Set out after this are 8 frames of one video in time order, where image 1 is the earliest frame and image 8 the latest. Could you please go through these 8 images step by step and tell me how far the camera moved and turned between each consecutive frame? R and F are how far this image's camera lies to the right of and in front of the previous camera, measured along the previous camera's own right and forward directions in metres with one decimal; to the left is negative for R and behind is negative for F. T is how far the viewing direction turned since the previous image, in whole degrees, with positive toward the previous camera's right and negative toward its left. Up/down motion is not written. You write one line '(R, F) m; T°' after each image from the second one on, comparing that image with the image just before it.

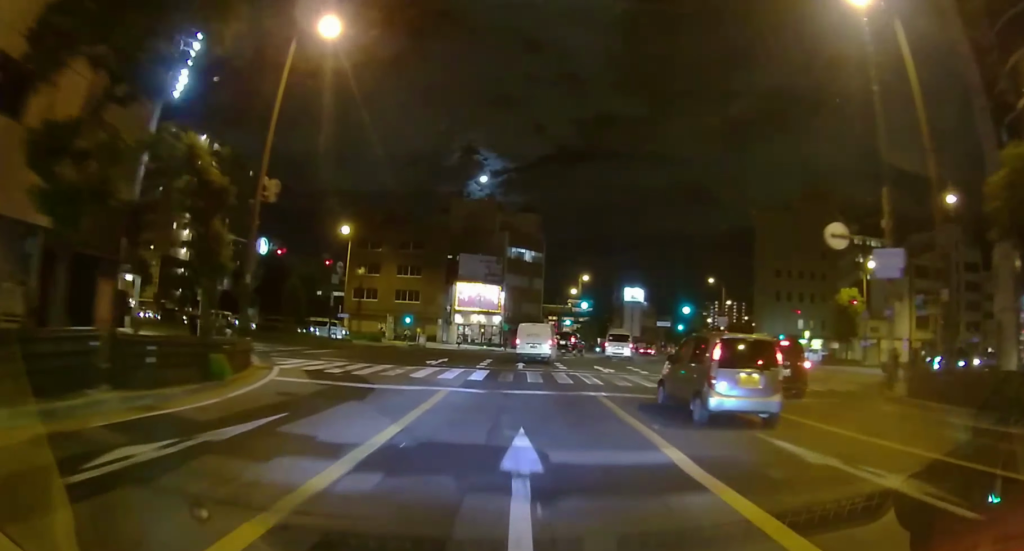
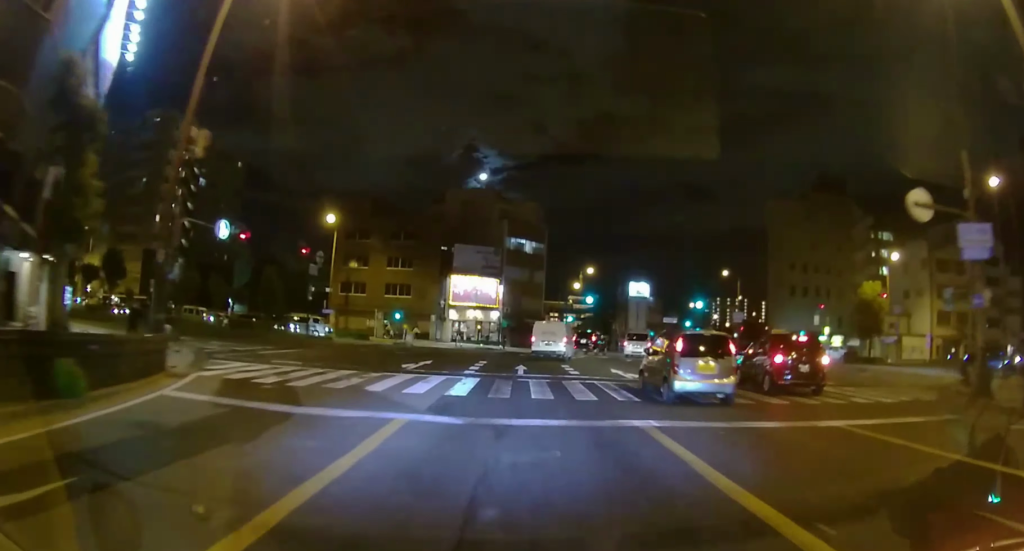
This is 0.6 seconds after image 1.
(0.0, +4.9) m; +1°
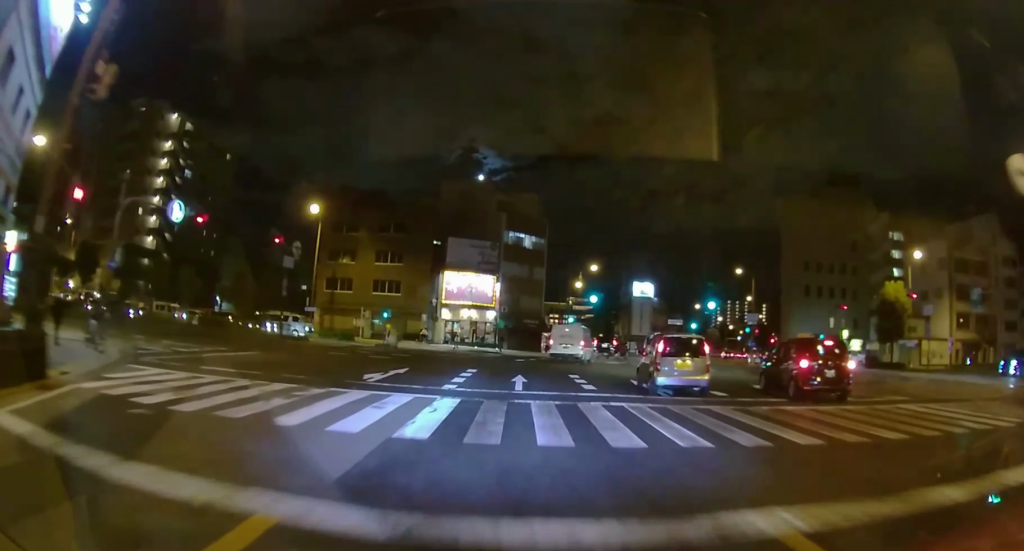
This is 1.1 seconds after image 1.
(-0.2, +4.8) m; +2°
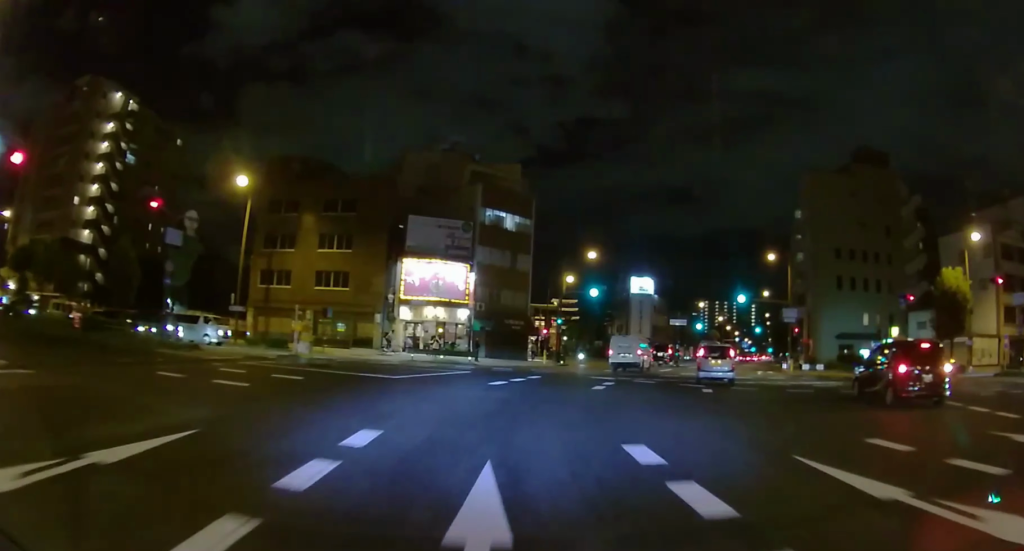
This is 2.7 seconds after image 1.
(+1.1, +12.4) m; +6°
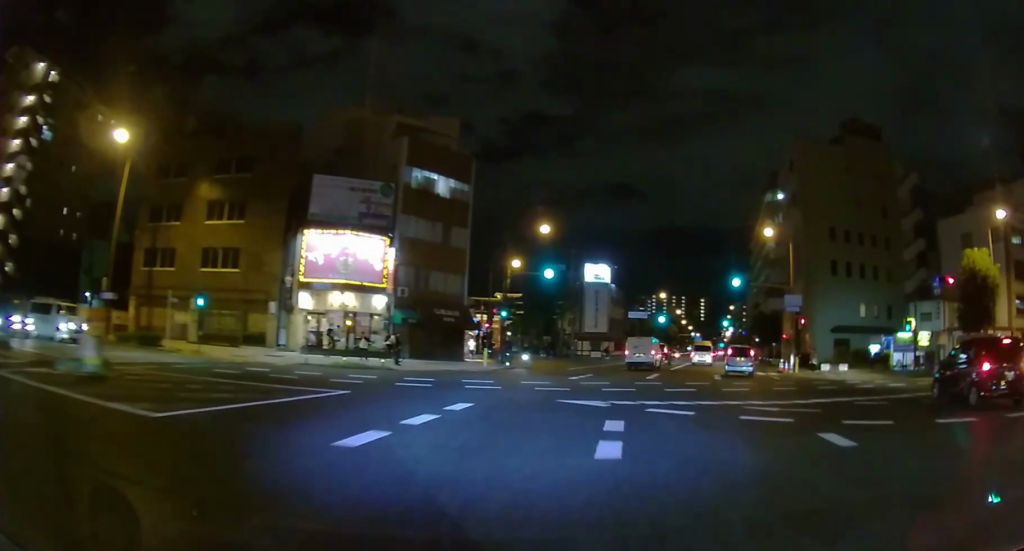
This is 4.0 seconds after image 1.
(0.0, +9.9) m; 0°
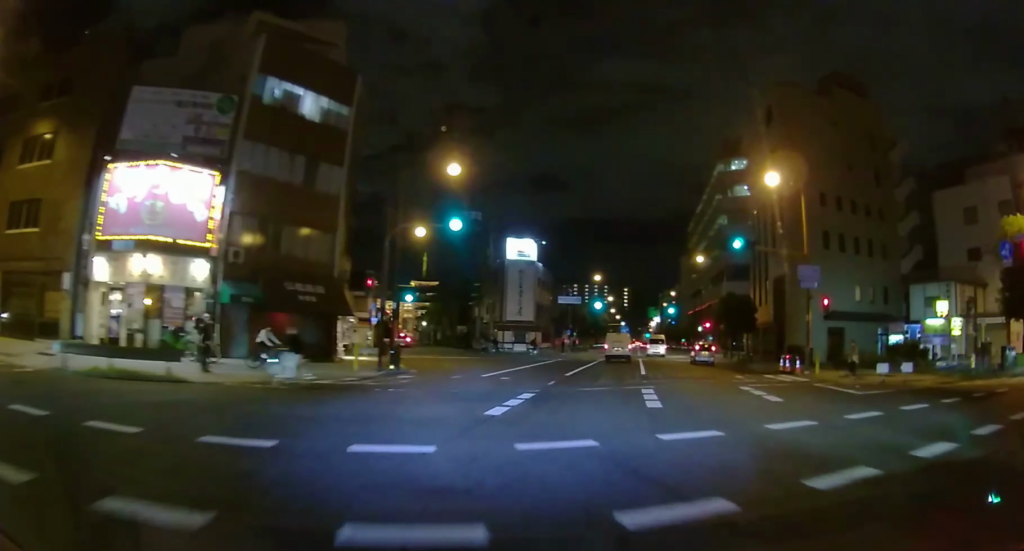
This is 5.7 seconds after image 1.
(+0.1, +12.5) m; +4°
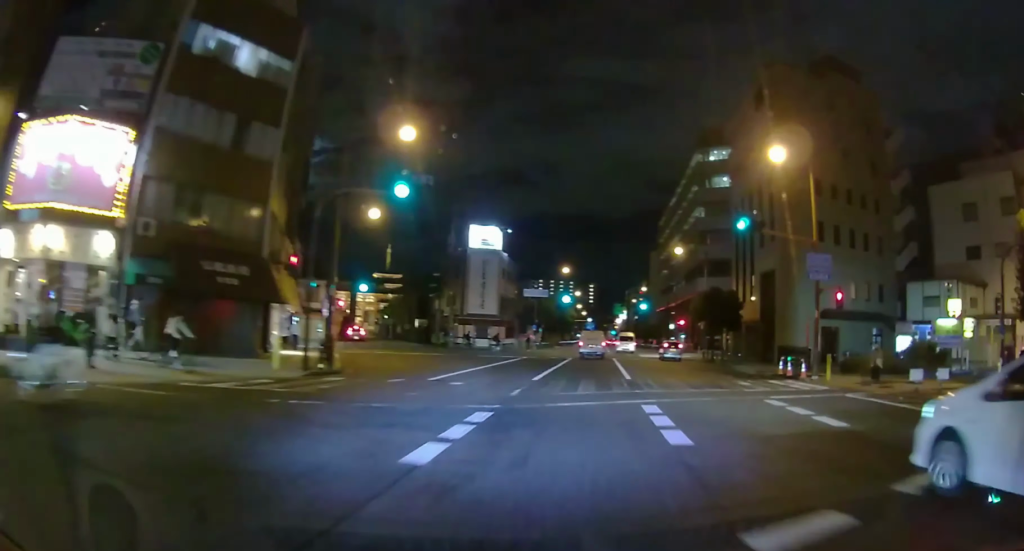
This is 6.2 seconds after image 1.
(-0.2, +4.1) m; +5°
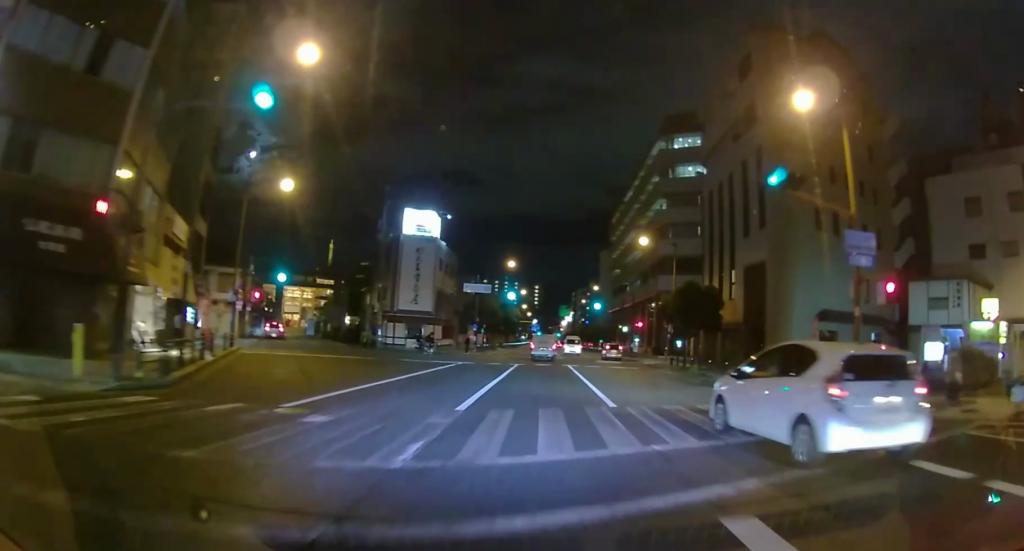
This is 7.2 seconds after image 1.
(+0.9, +7.2) m; +8°
